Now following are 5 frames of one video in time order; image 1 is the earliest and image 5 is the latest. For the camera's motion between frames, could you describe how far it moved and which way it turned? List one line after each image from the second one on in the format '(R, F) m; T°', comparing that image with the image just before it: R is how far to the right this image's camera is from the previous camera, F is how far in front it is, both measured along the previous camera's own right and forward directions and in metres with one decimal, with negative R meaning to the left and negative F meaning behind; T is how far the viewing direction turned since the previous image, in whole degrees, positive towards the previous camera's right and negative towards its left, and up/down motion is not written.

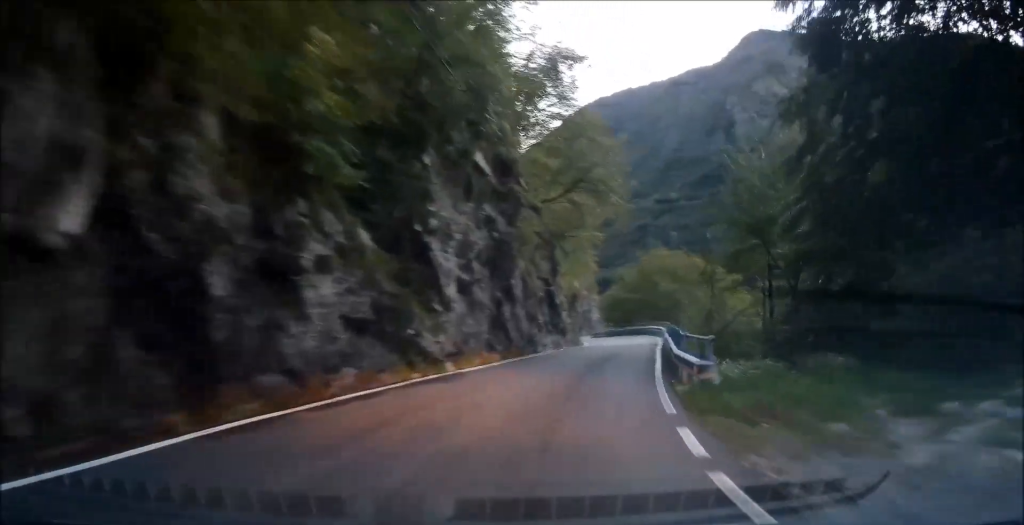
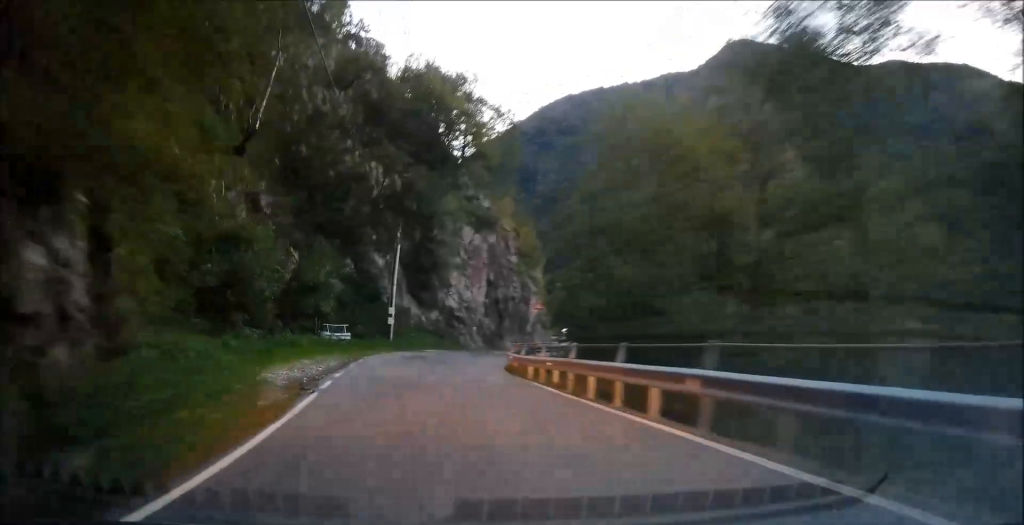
(+8.4, +57.4) m; +4°
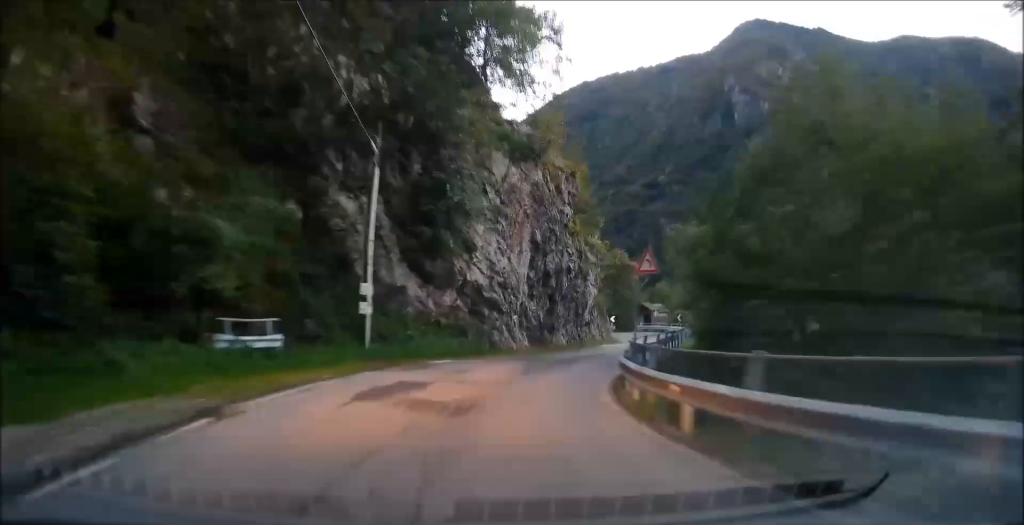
(-0.3, +15.9) m; +4°
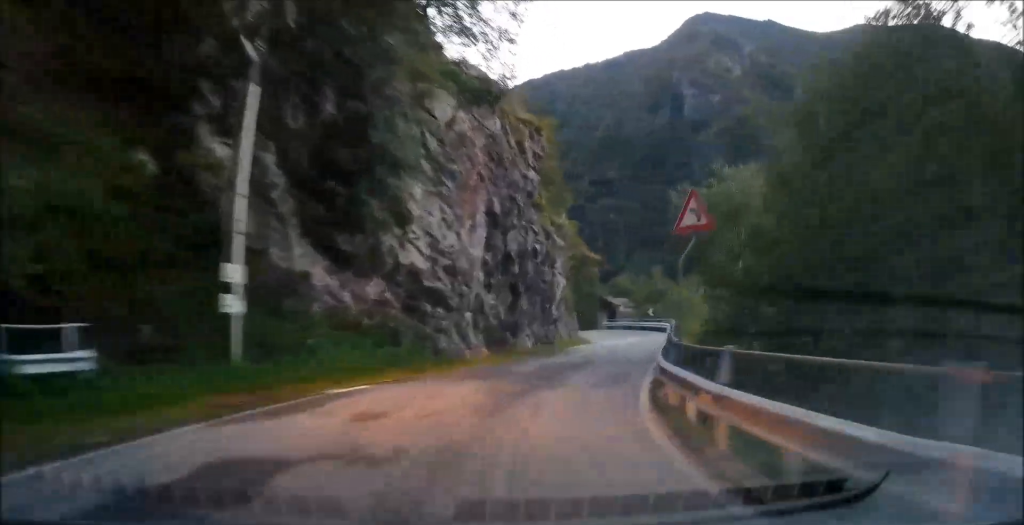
(+0.5, +7.1) m; +4°
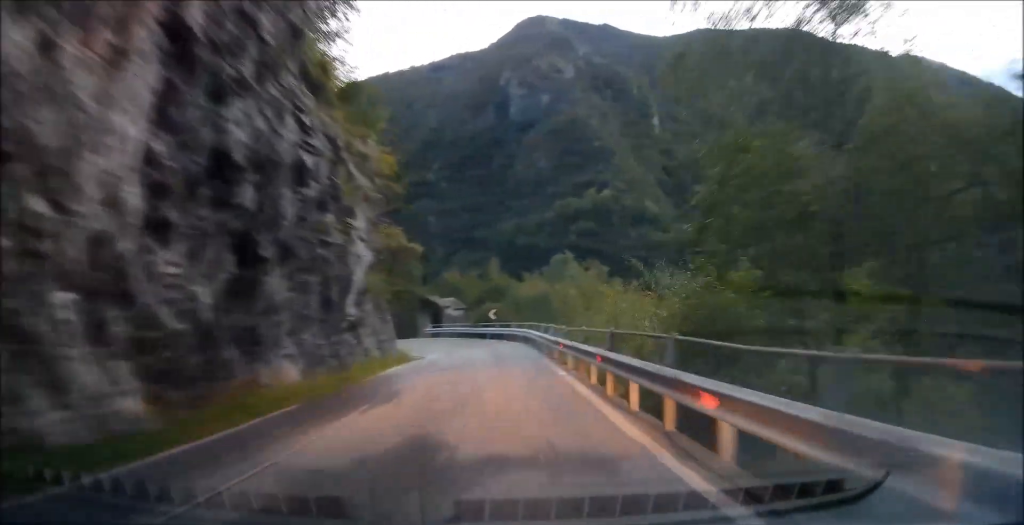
(+1.2, +14.5) m; +10°
